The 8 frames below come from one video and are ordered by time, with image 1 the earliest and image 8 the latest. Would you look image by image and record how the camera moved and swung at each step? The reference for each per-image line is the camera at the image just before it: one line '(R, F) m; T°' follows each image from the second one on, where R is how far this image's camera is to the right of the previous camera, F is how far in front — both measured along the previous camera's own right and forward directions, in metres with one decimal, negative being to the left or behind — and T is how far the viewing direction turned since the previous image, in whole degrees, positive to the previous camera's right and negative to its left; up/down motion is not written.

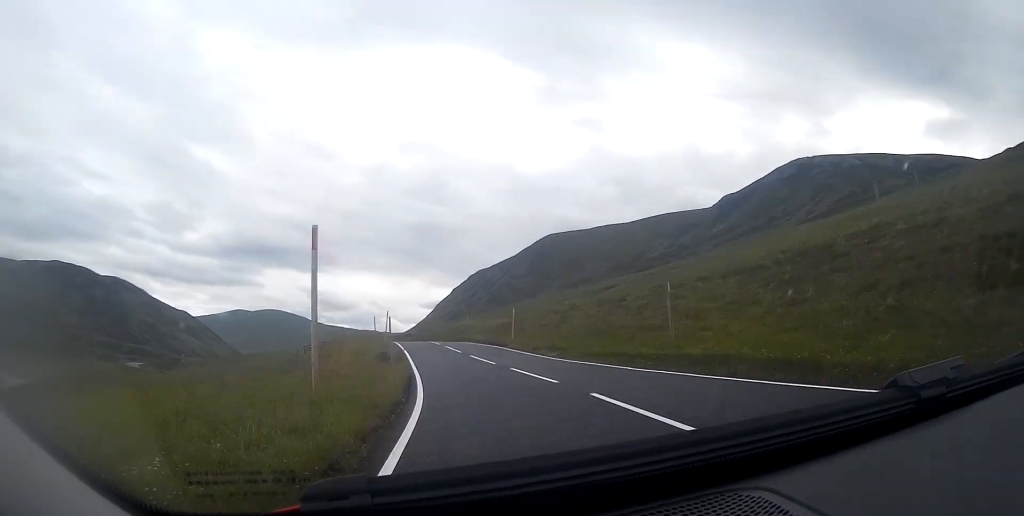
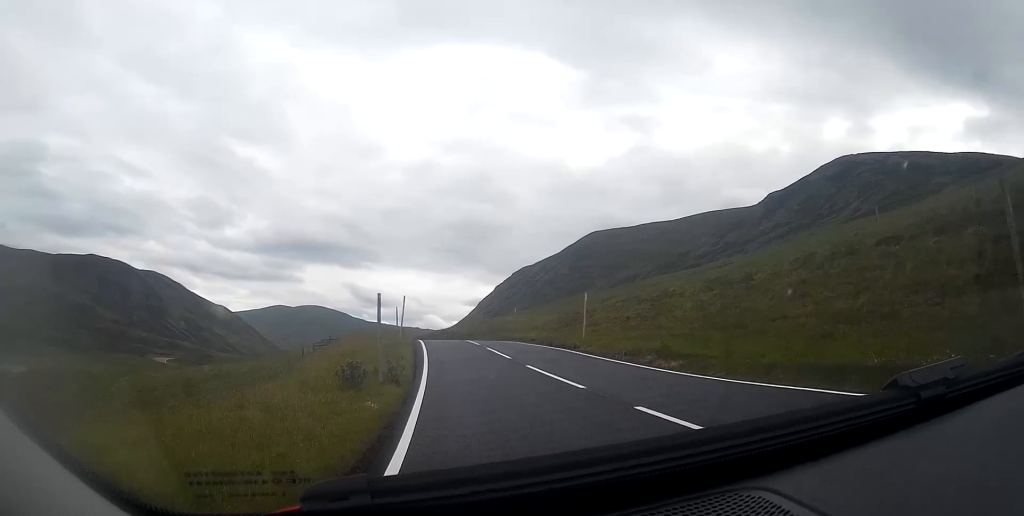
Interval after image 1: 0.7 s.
(-0.4, +11.4) m; -4°
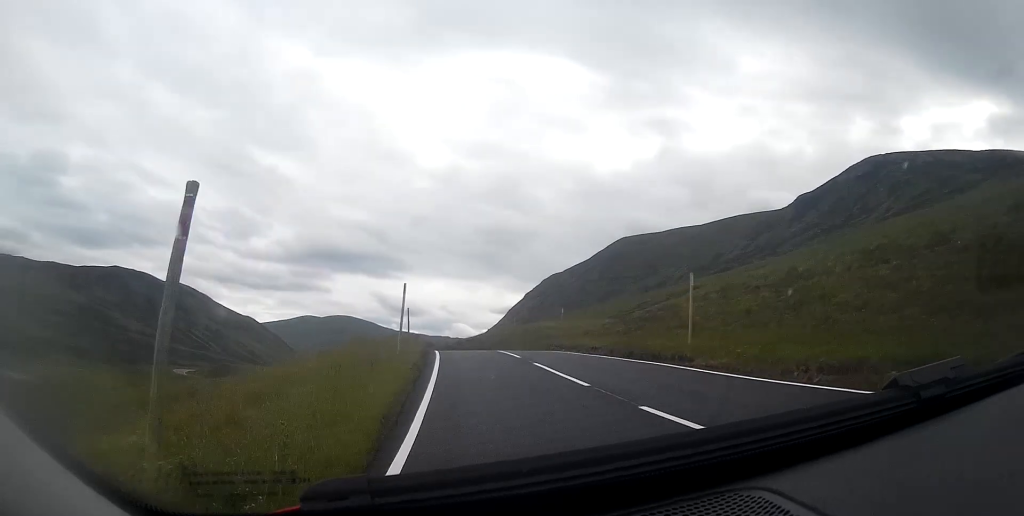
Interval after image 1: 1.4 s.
(-0.4, +9.6) m; -3°
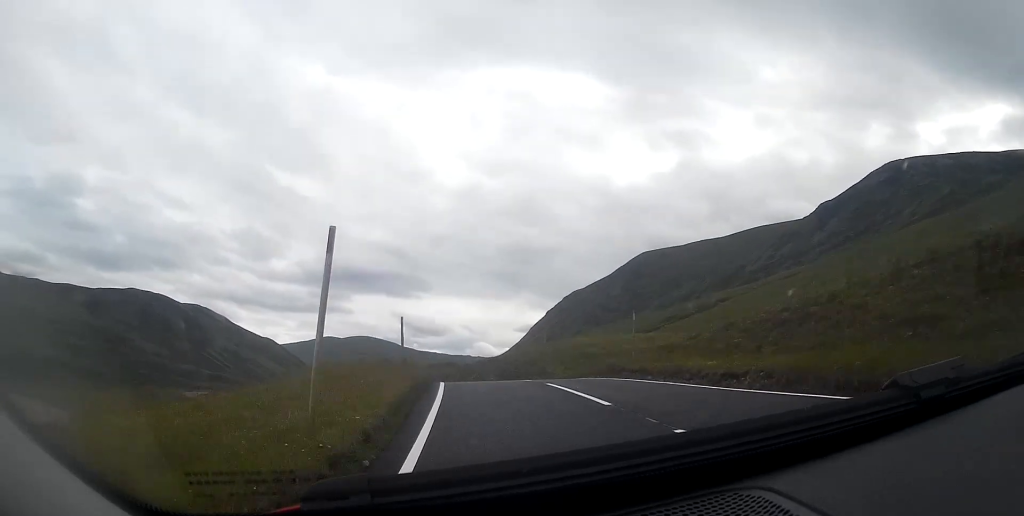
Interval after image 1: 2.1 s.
(-0.4, +11.0) m; -3°
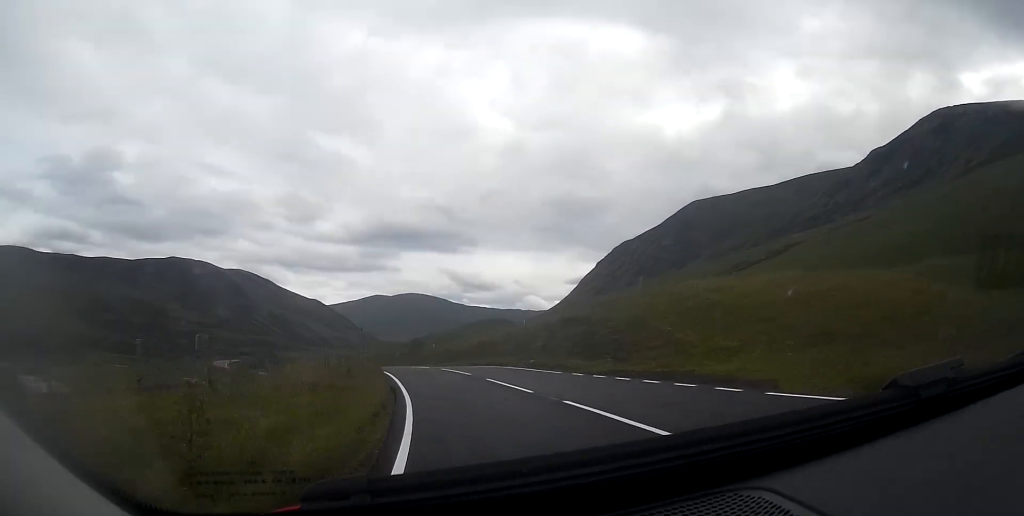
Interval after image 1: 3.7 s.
(-0.8, +22.3) m; -5°
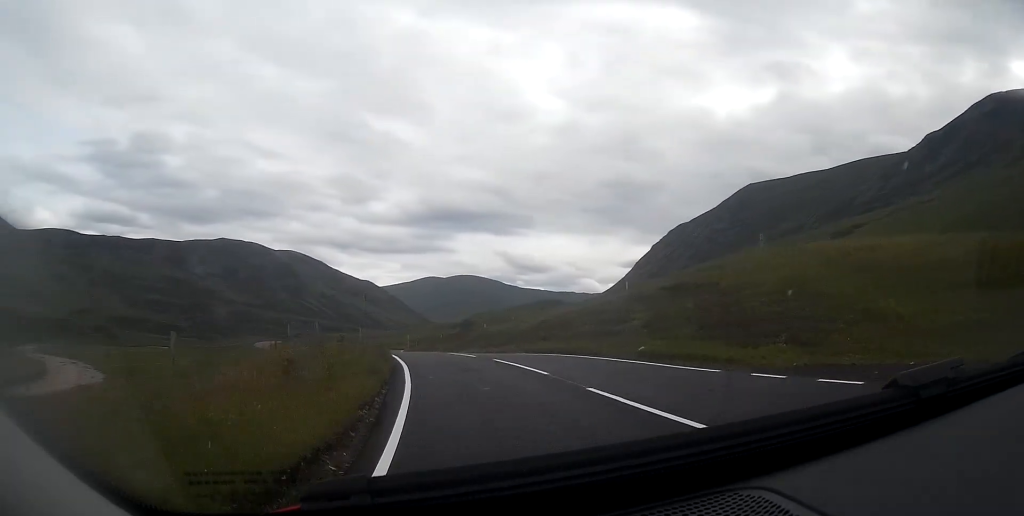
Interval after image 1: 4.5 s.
(-0.4, +11.1) m; -4°
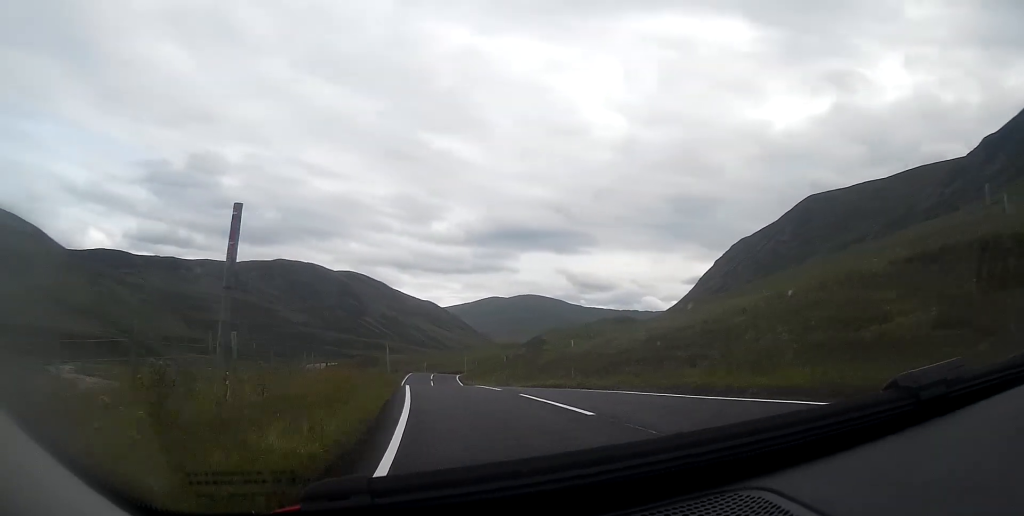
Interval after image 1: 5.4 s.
(-0.5, +13.1) m; -5°
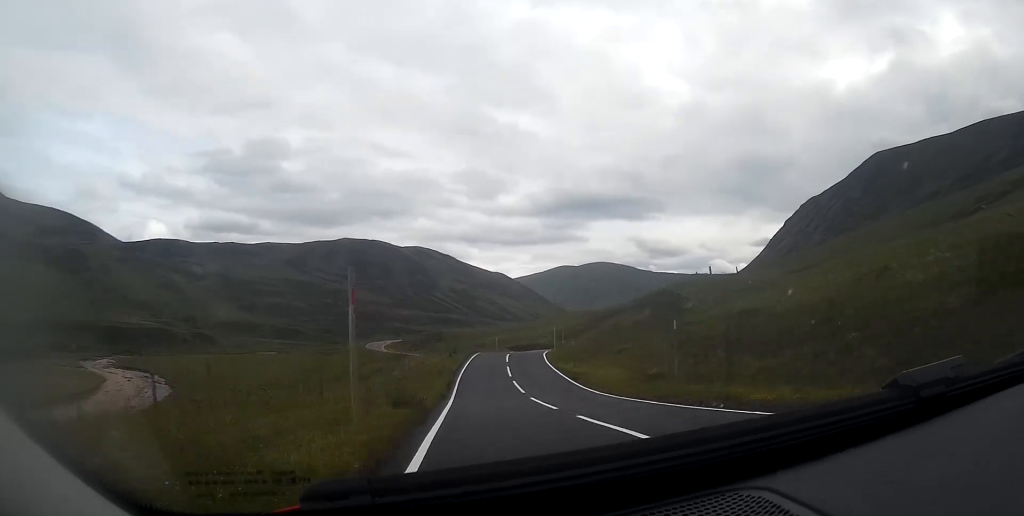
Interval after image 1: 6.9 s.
(-1.2, +22.1) m; -5°
